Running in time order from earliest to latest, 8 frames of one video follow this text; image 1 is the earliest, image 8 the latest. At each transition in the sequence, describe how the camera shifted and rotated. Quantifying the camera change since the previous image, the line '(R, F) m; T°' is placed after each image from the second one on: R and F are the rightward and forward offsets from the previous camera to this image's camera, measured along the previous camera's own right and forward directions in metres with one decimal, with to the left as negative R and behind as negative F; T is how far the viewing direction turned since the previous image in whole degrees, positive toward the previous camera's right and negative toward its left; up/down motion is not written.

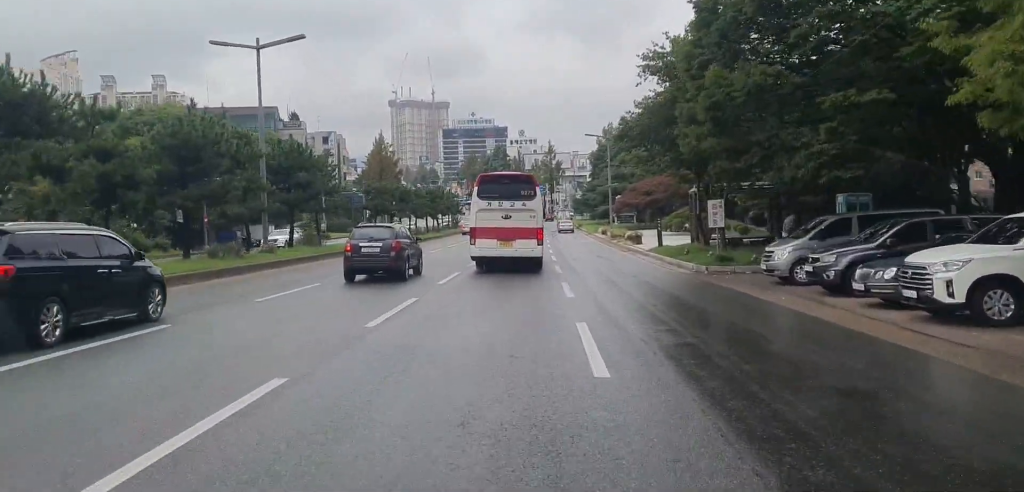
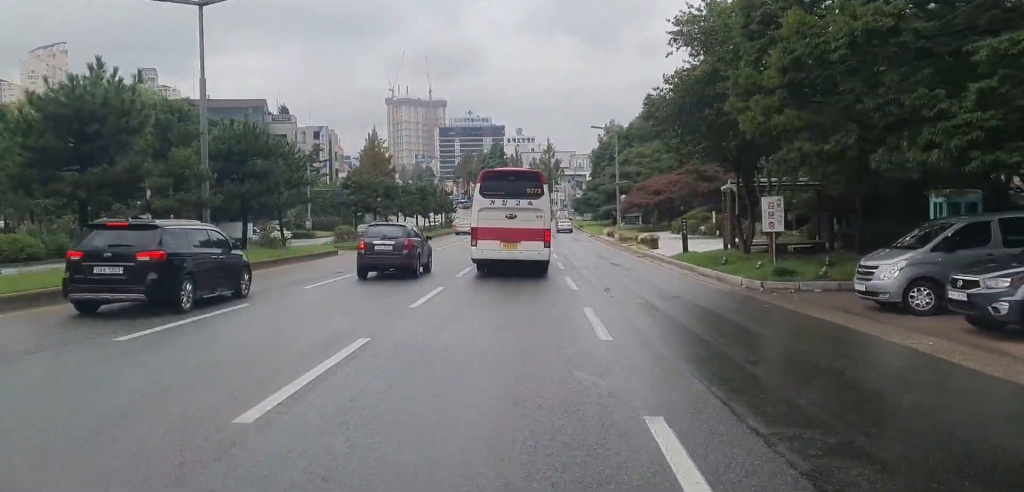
(0.0, +6.0) m; 0°
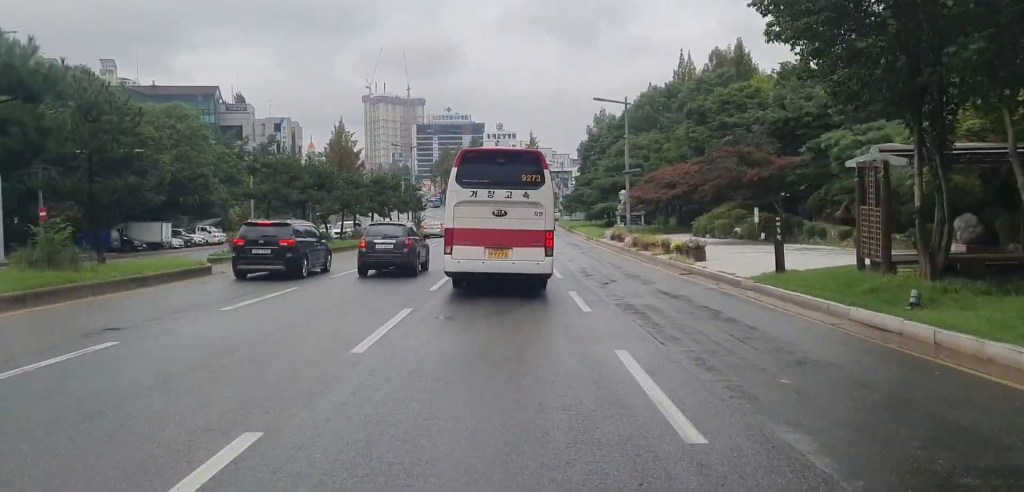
(+0.5, +13.9) m; +4°
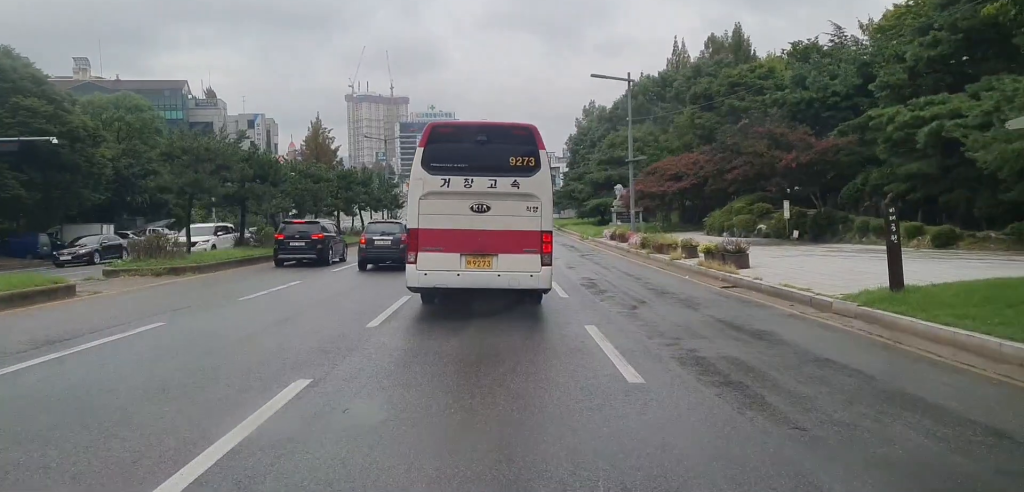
(-0.1, +7.0) m; -1°
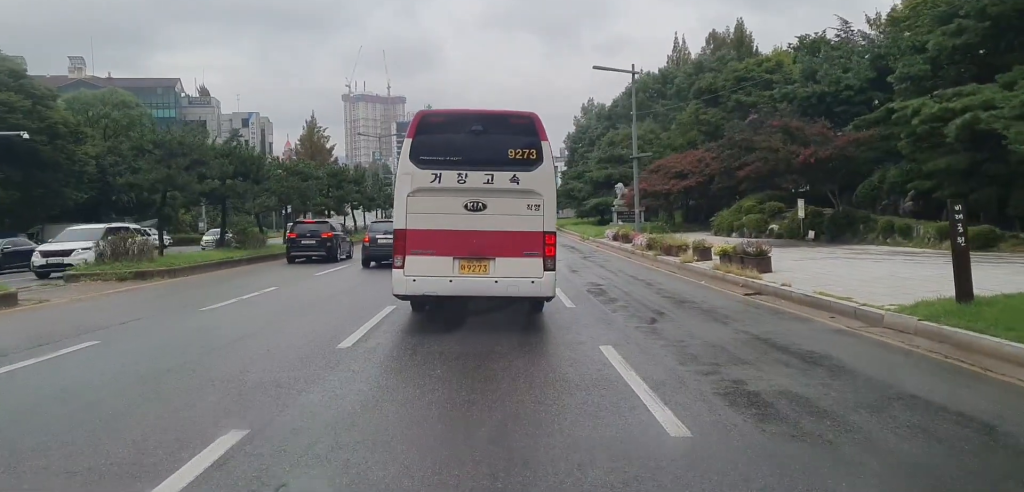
(-0.1, +2.2) m; 0°
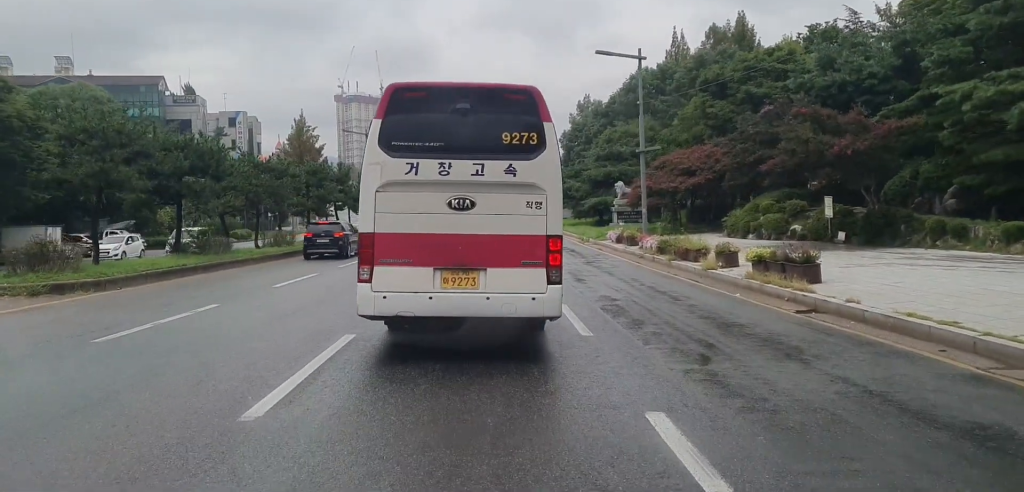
(+0.1, +3.6) m; -3°
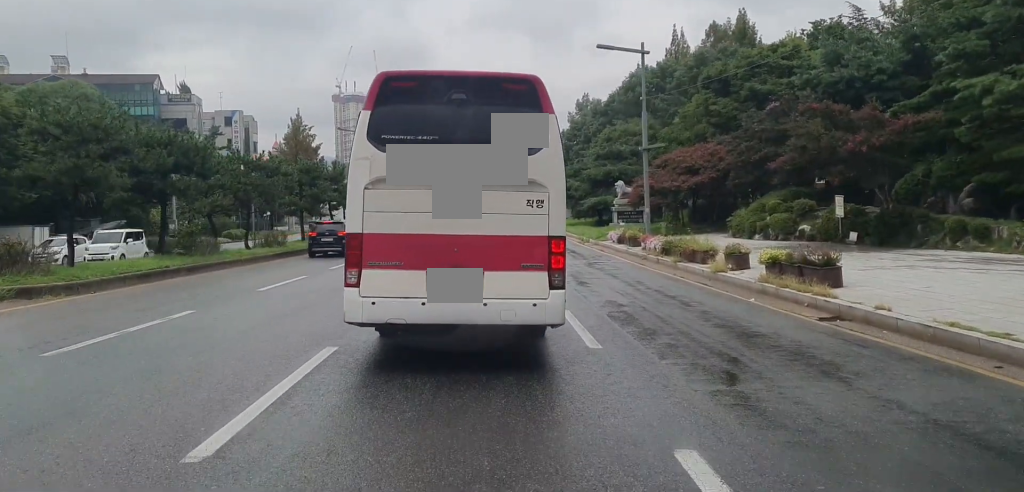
(0.0, +0.8) m; -1°
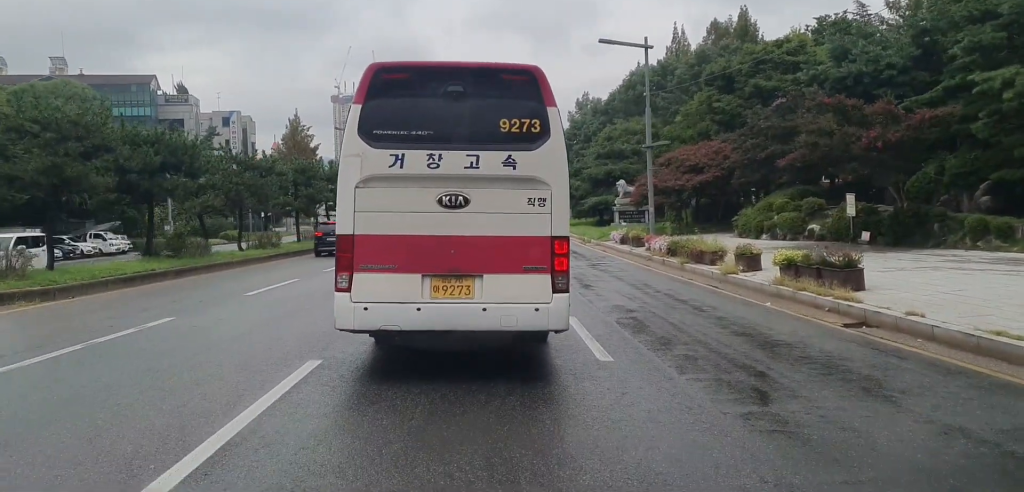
(-0.2, +0.2) m; 0°
